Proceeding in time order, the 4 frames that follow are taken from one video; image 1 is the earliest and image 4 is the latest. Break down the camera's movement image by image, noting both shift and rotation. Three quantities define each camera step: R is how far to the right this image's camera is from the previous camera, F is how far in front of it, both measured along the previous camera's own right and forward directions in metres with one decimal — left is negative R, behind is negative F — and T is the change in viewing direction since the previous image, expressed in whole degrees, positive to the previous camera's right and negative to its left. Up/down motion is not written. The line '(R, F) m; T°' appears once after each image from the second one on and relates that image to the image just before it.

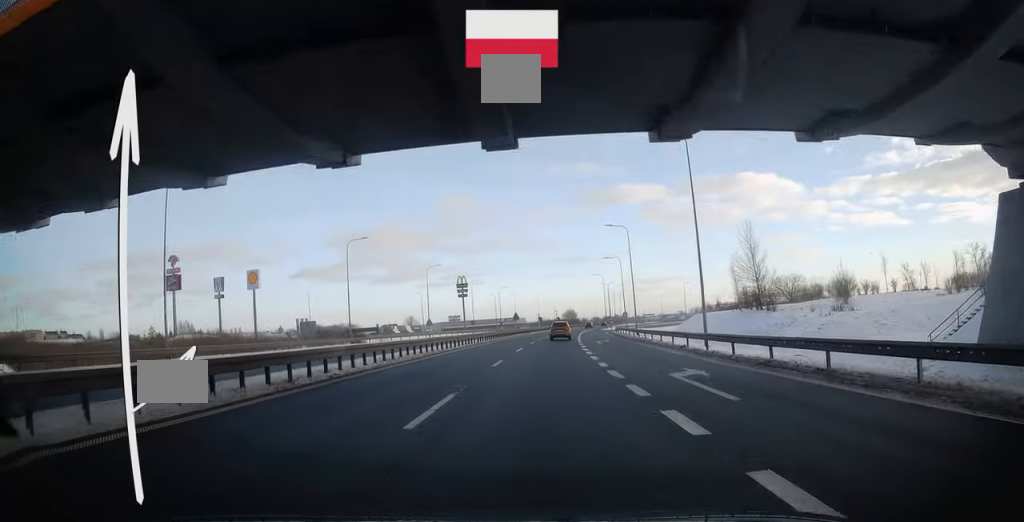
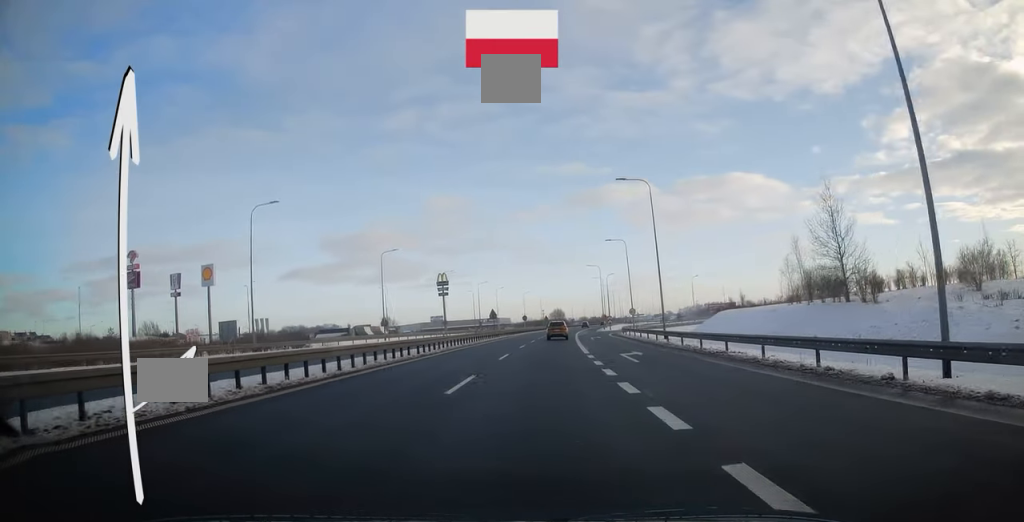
(+0.5, +19.7) m; +2°
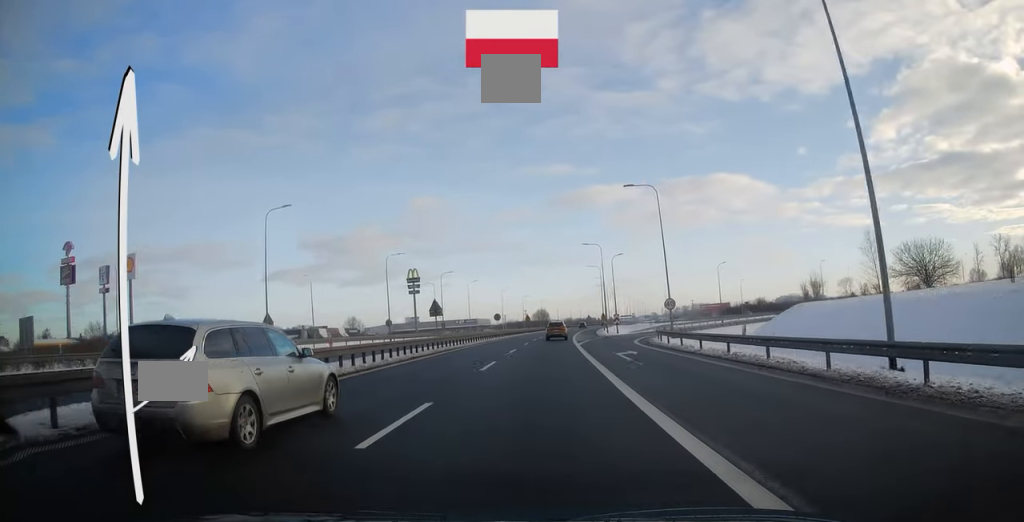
(+0.4, +29.2) m; +1°
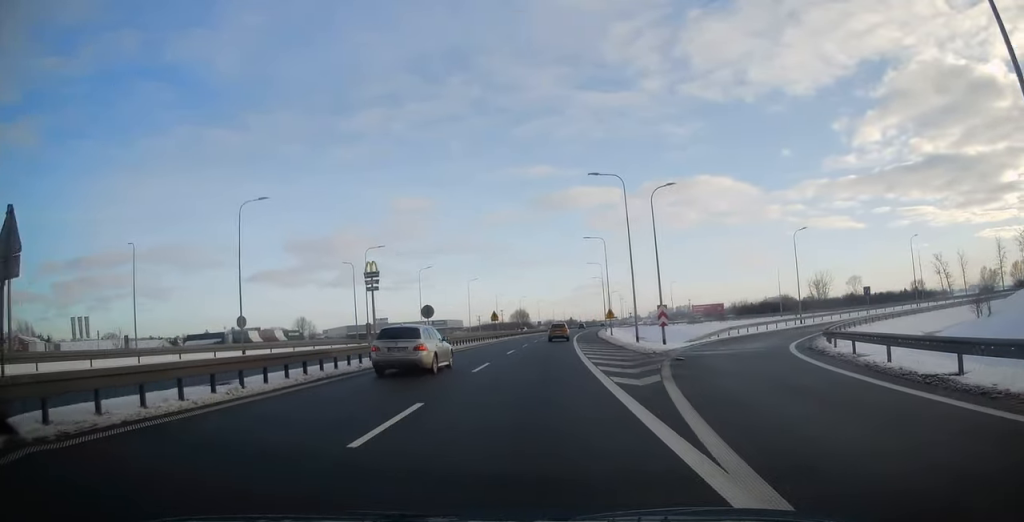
(+0.5, +35.5) m; +2°
